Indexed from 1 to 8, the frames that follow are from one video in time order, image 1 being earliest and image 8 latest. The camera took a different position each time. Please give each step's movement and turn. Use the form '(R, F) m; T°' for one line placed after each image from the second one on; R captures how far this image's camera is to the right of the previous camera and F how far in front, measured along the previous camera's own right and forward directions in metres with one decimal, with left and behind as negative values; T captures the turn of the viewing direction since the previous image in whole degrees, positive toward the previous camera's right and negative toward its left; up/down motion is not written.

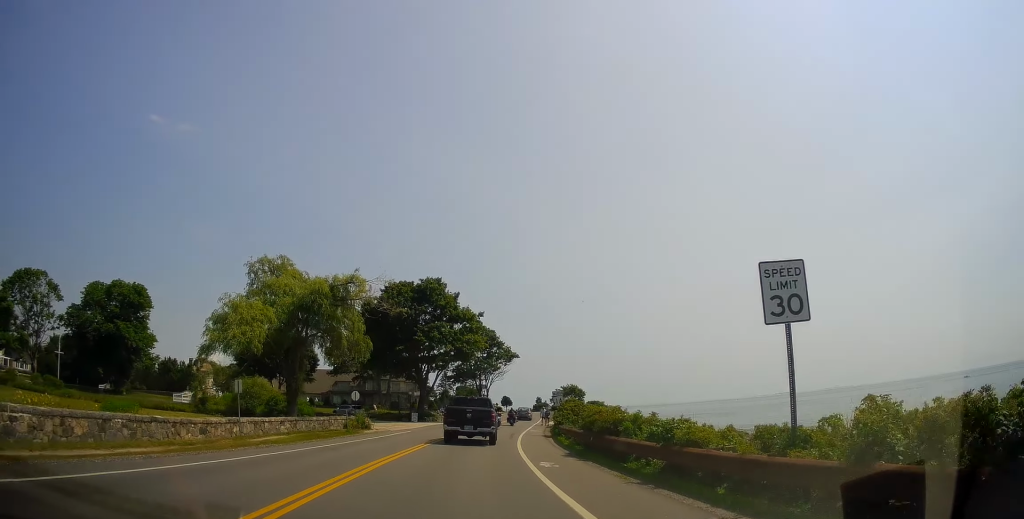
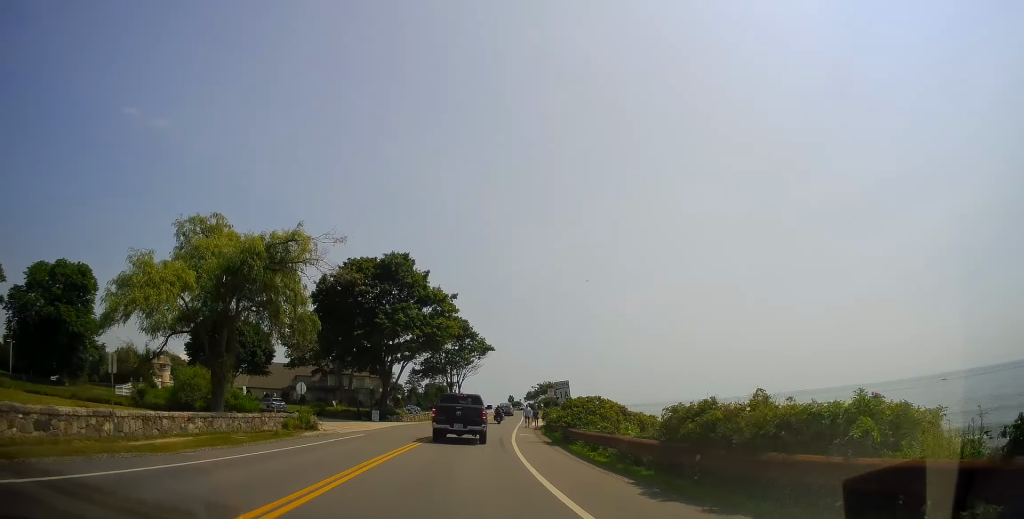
(+0.5, +9.3) m; +4°
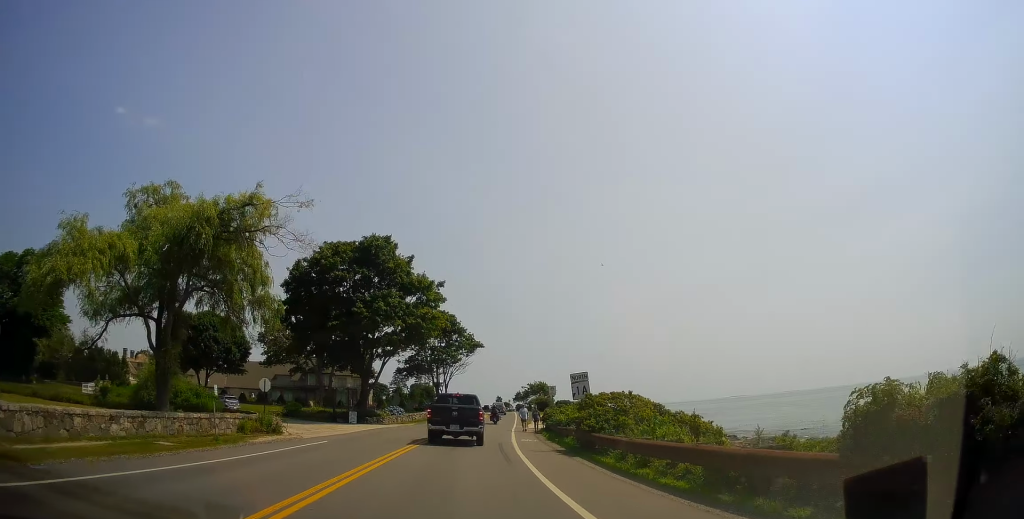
(+0.1, +5.6) m; +1°
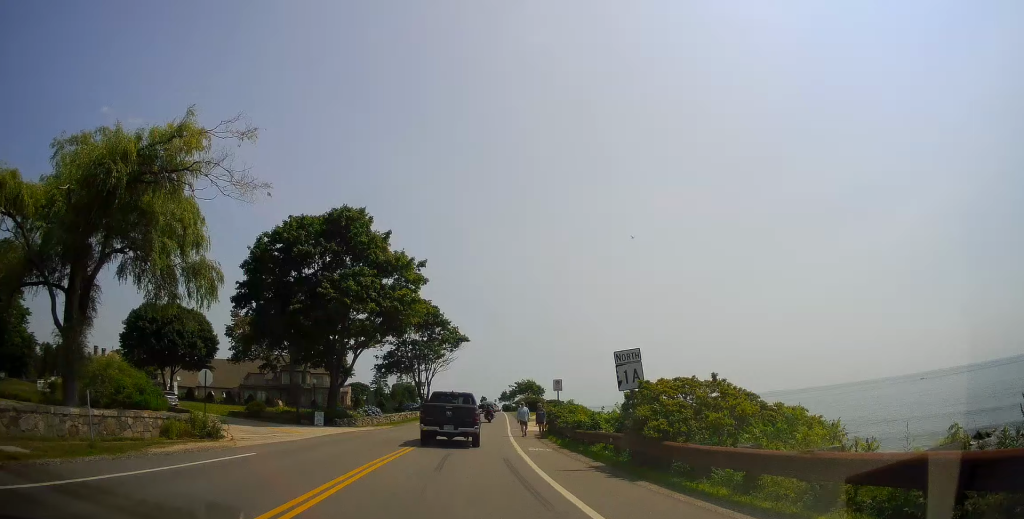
(0.0, +7.5) m; +1°
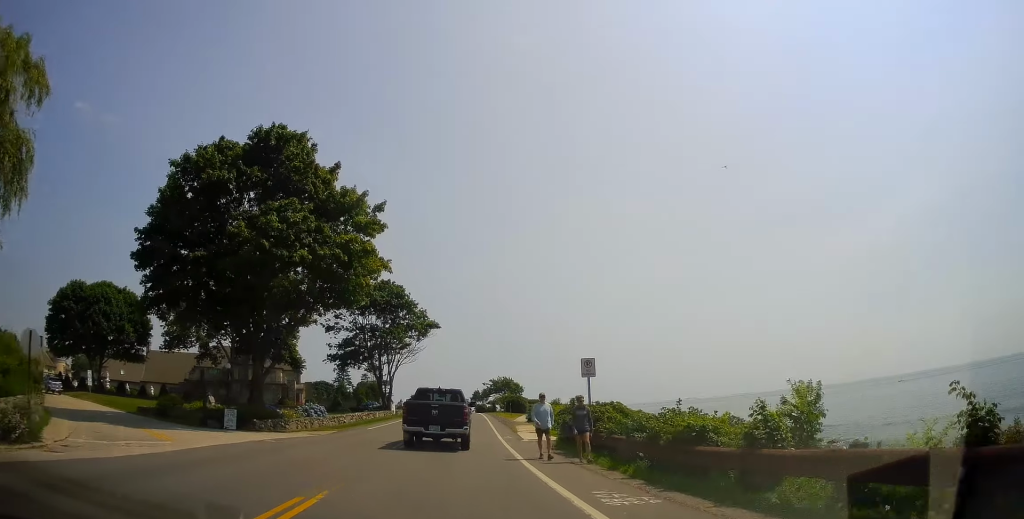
(+0.4, +13.1) m; +4°
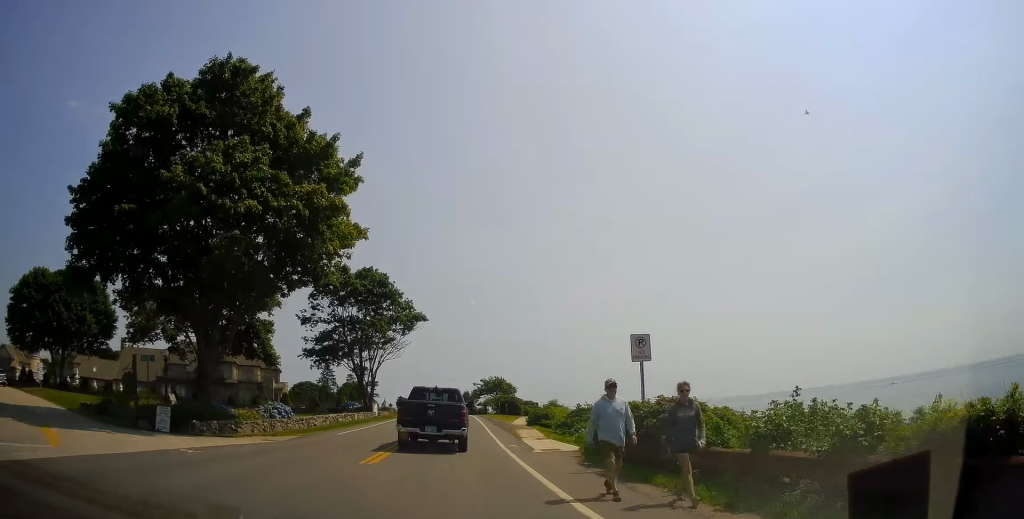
(+0.1, +6.4) m; +1°
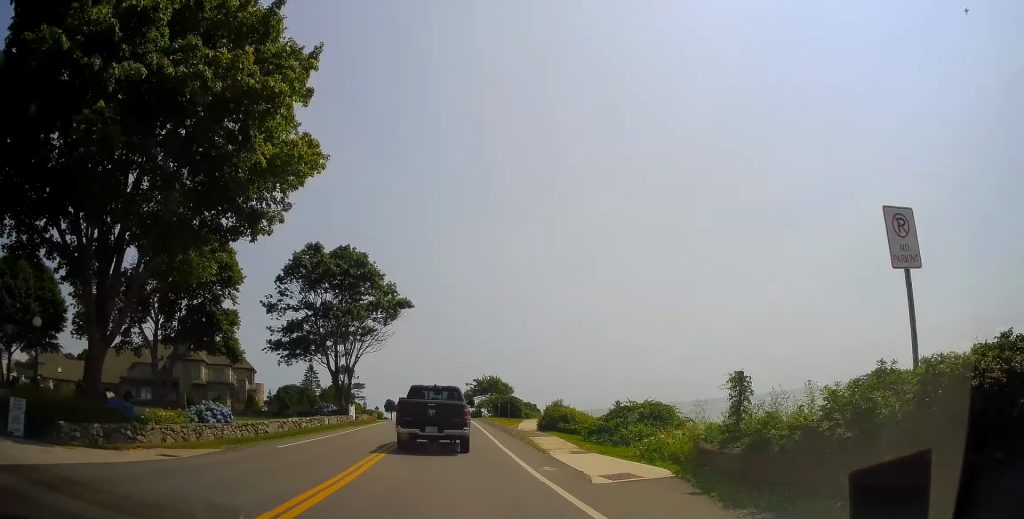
(+0.1, +8.7) m; +1°
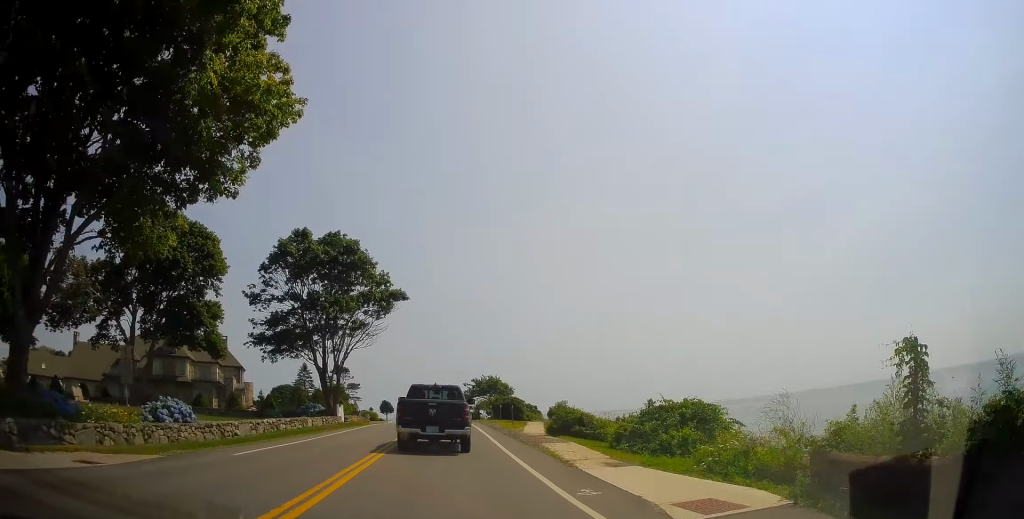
(0.0, +3.9) m; +1°
